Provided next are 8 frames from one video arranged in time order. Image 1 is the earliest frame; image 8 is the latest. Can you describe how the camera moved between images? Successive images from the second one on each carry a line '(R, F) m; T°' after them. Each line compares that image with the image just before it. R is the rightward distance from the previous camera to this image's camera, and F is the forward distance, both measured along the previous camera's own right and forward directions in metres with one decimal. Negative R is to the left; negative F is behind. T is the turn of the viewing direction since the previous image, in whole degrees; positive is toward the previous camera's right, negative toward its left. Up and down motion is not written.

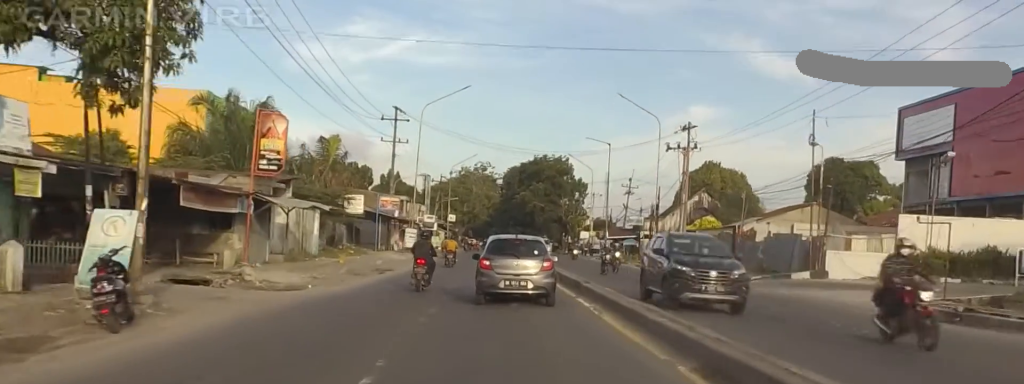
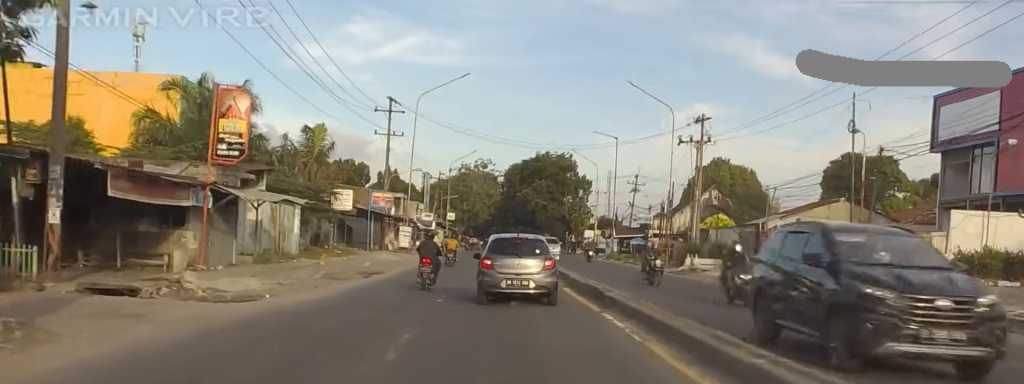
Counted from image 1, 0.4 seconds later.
(0.0, +4.8) m; 0°
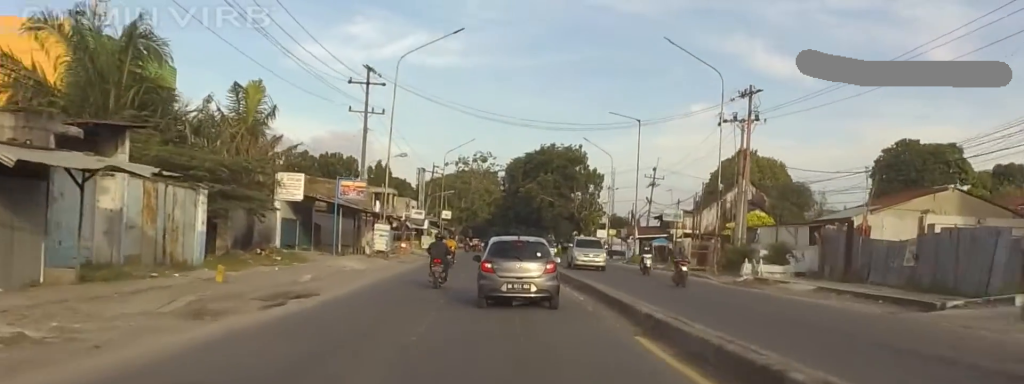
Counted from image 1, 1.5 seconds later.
(0.0, +13.6) m; 0°
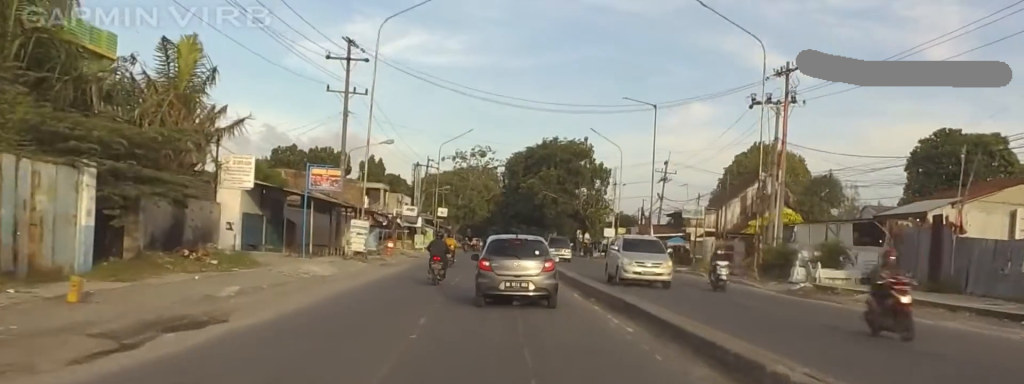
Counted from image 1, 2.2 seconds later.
(0.0, +7.7) m; 0°
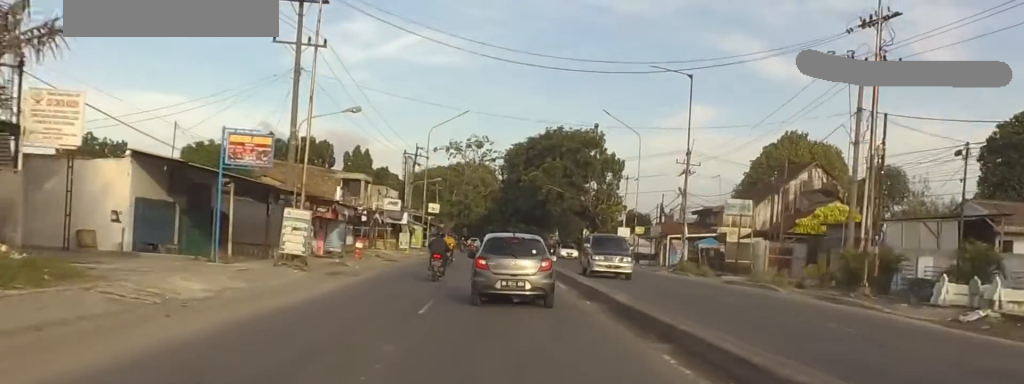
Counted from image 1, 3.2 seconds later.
(0.0, +12.5) m; 0°
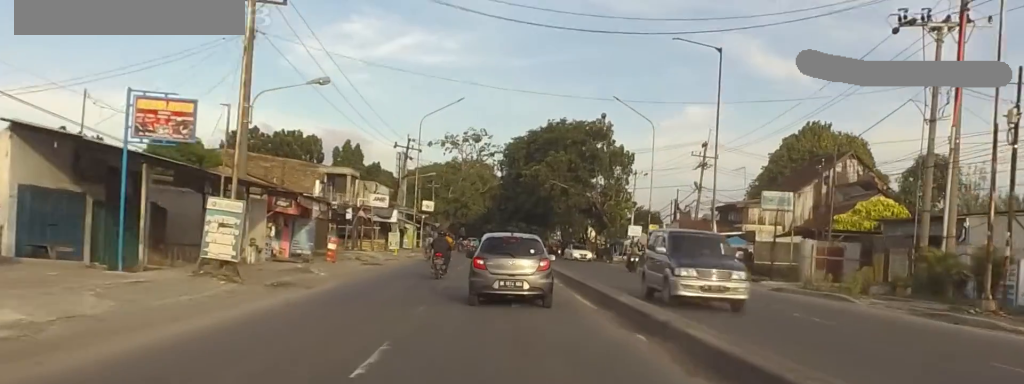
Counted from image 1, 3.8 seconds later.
(0.0, +7.1) m; 0°
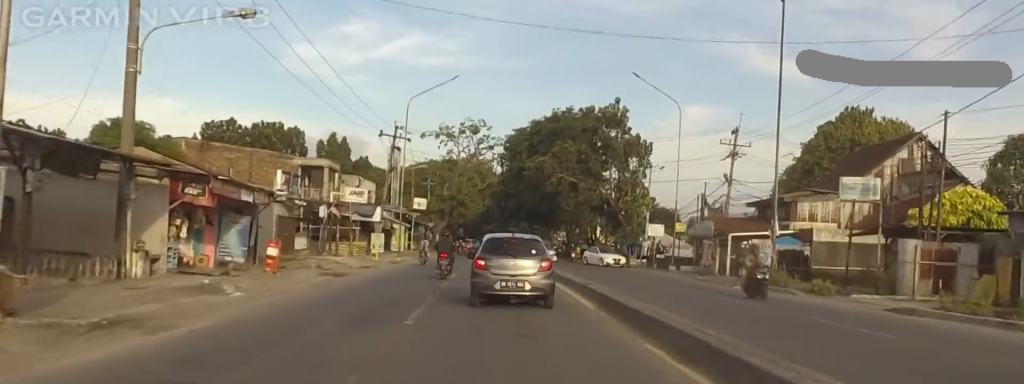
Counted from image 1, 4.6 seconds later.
(+0.1, +9.8) m; +4°
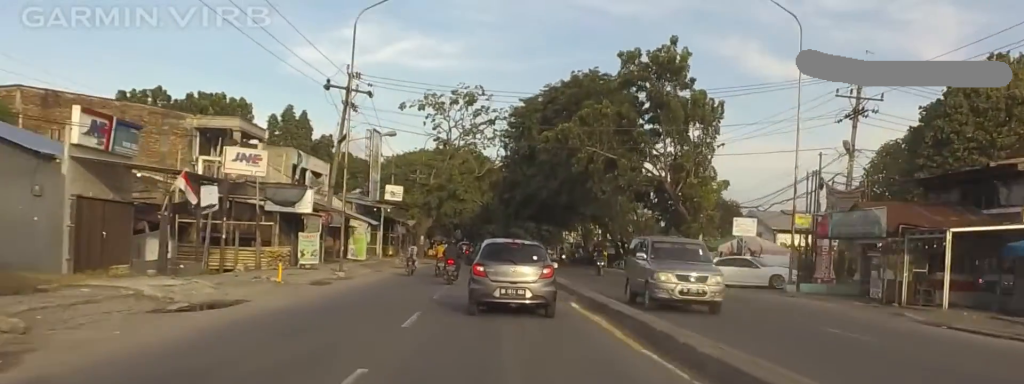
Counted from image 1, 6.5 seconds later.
(+0.9, +22.3) m; -2°
